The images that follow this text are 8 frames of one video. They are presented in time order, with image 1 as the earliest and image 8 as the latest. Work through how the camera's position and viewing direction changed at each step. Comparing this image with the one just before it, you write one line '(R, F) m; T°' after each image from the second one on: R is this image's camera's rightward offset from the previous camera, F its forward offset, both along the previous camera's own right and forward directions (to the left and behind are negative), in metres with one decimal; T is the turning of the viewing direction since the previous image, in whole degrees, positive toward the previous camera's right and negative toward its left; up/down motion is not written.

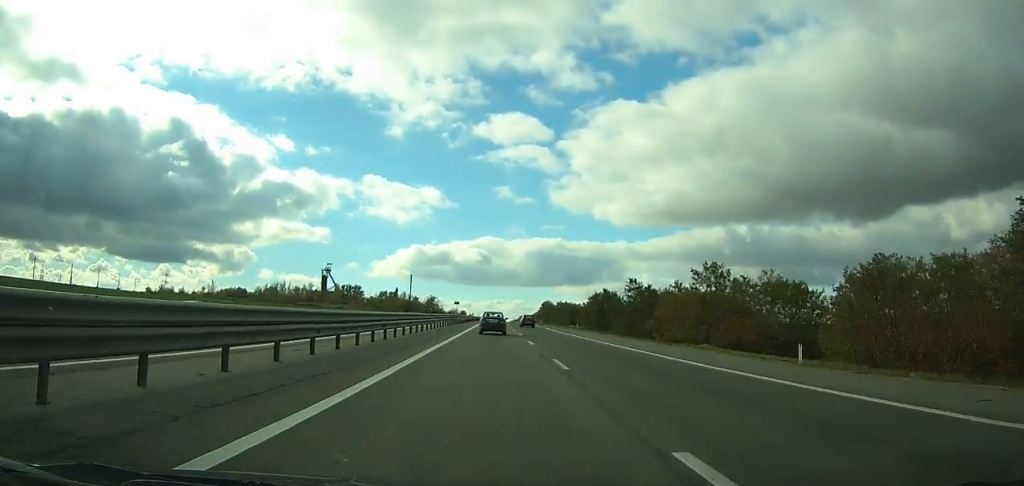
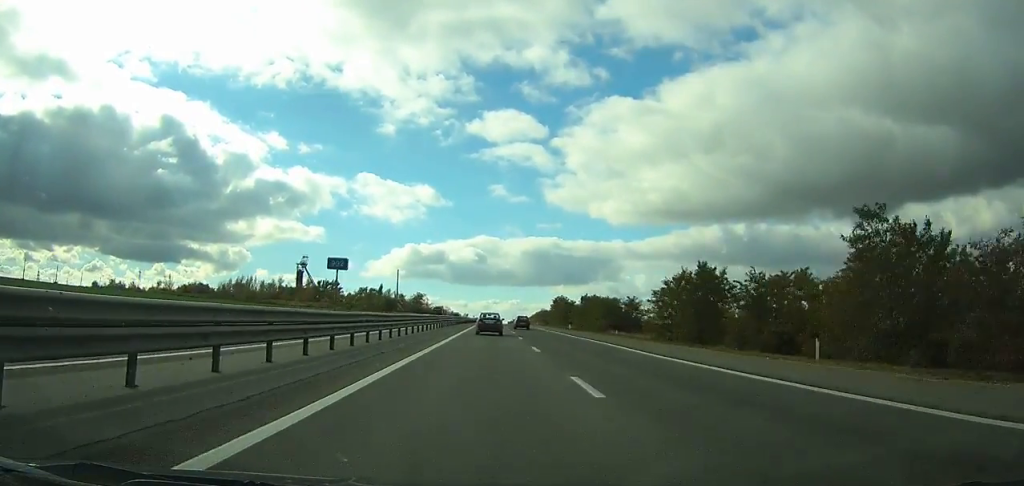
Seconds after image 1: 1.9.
(0.0, +51.0) m; 0°
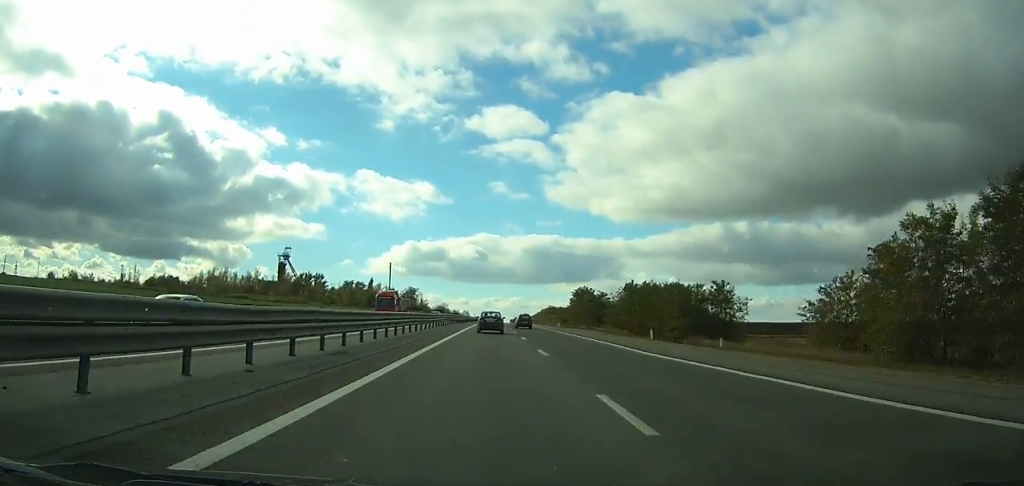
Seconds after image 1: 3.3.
(+0.1, +38.0) m; 0°
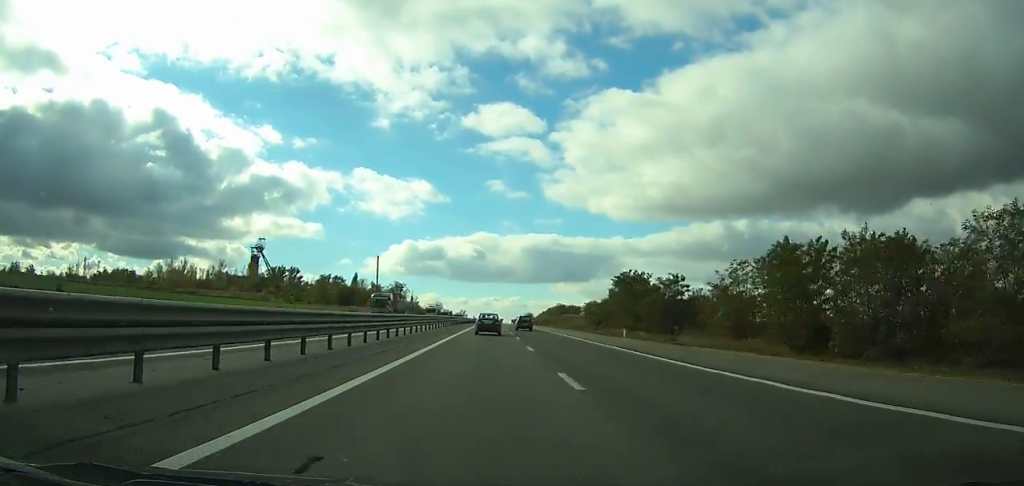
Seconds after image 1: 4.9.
(+0.1, +43.8) m; 0°
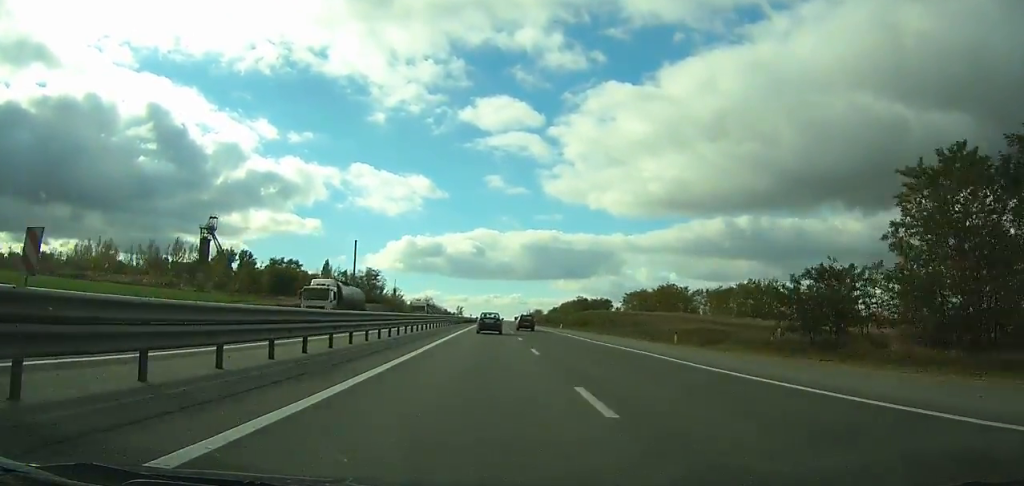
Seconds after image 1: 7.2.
(0.0, +63.0) m; 0°
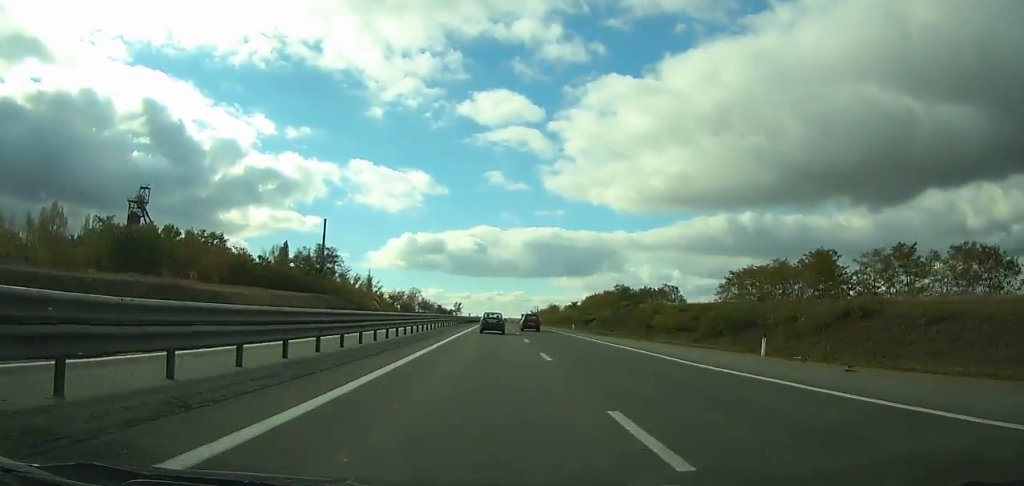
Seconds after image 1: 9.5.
(0.0, +61.0) m; 0°
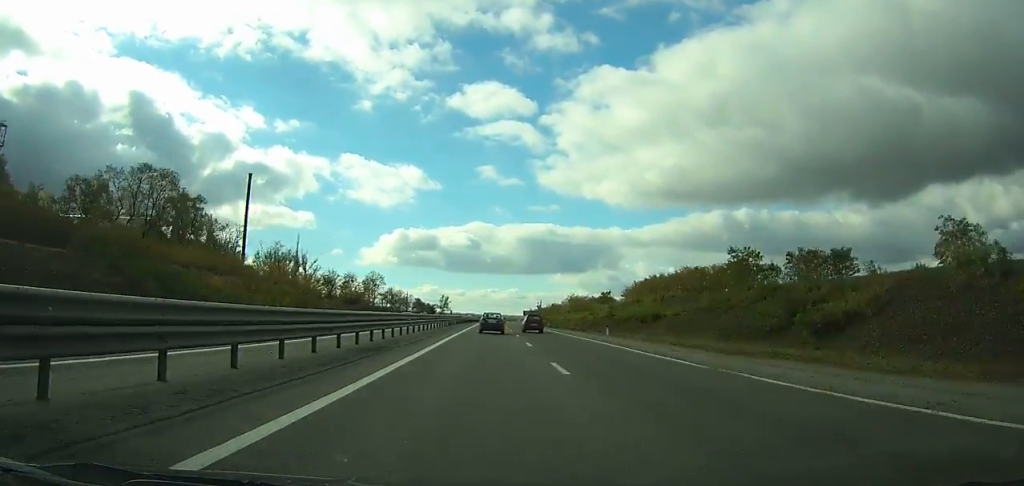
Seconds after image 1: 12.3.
(-0.1, +70.5) m; 0°
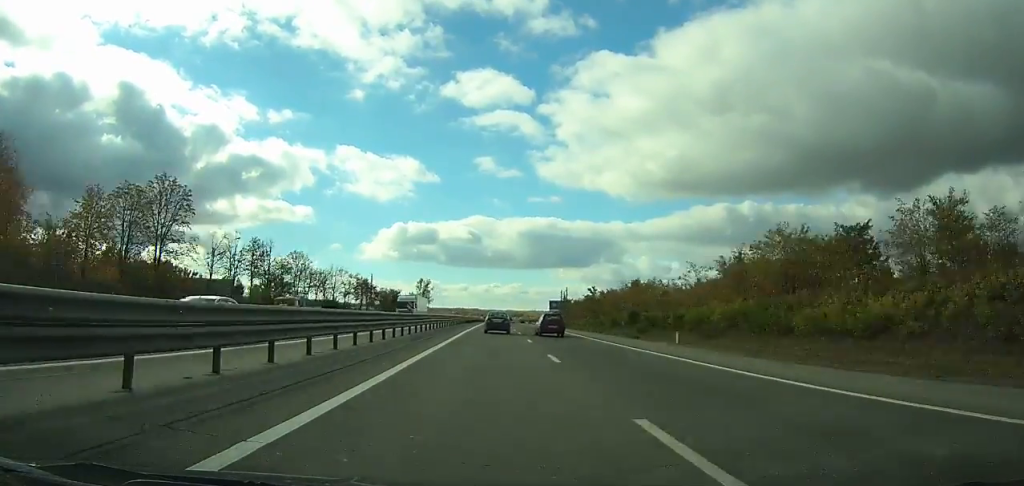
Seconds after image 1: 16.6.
(-0.2, +110.4) m; 0°
